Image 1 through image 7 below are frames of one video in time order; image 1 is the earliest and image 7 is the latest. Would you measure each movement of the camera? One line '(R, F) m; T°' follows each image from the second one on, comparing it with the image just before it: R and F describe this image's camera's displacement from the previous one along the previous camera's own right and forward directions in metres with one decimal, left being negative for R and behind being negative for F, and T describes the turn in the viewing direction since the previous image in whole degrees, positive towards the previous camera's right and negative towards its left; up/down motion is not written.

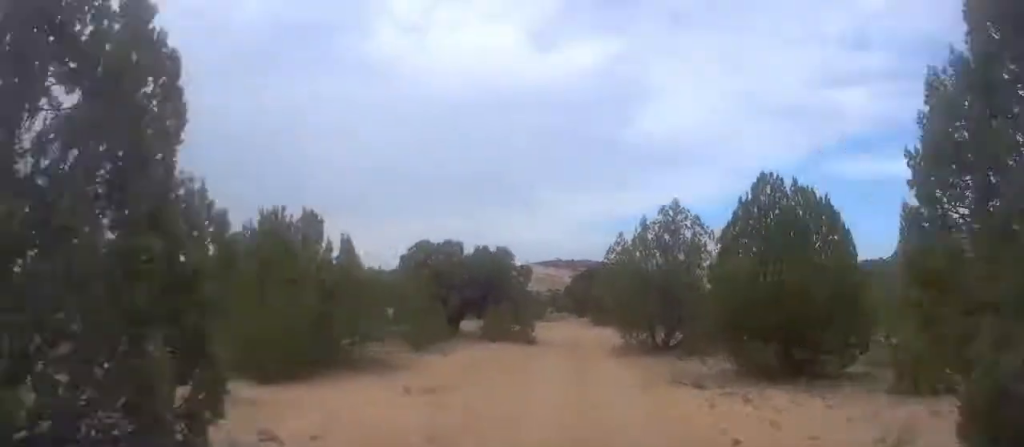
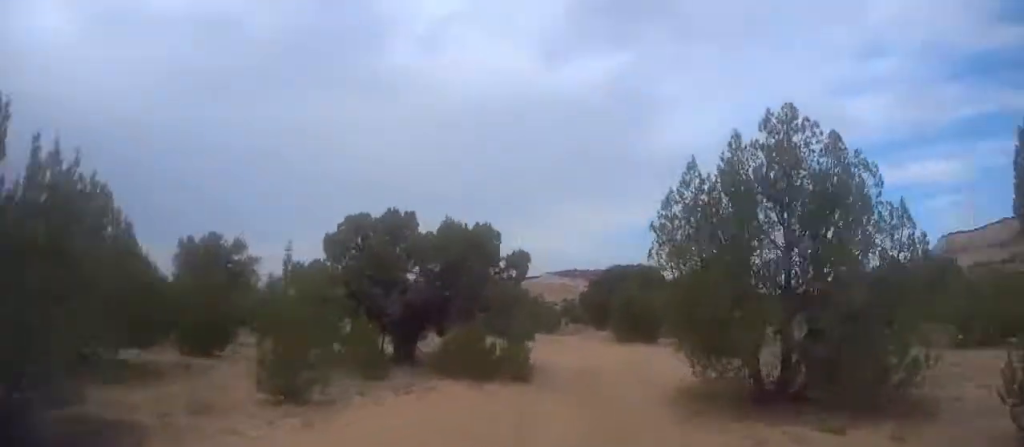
(0.0, +11.1) m; -5°
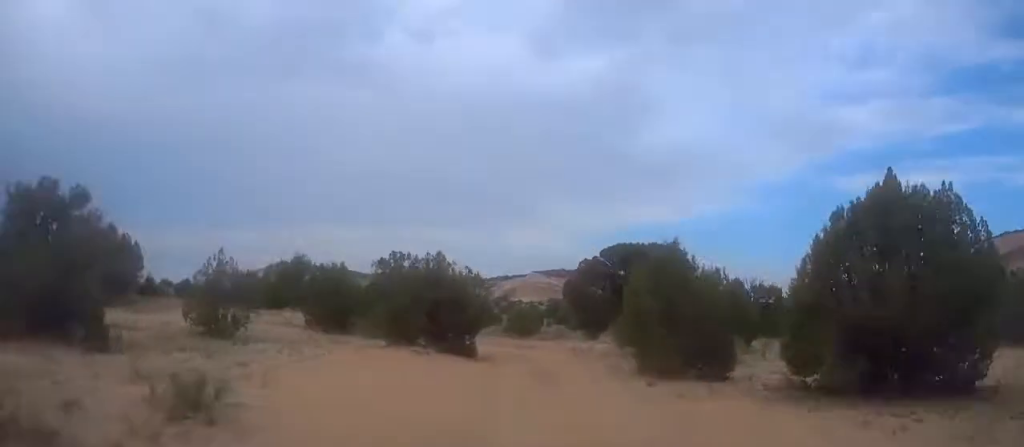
(-1.8, +20.0) m; 0°
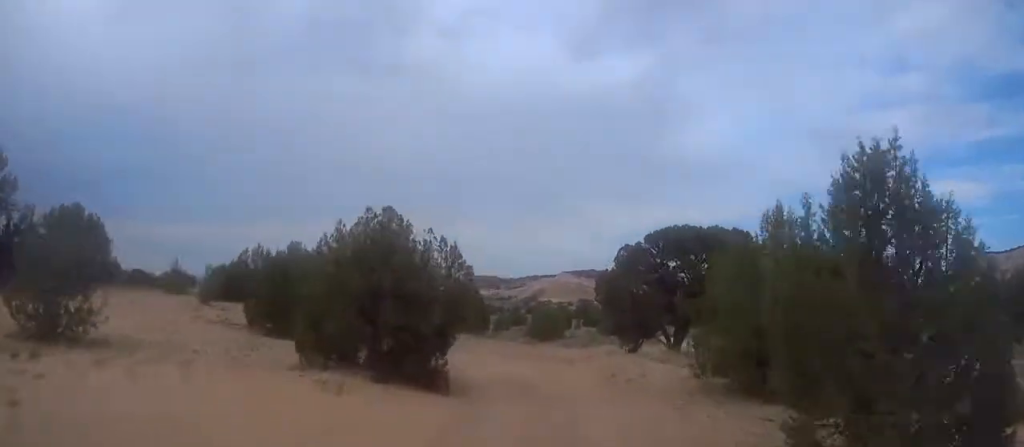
(-1.3, +10.1) m; +6°
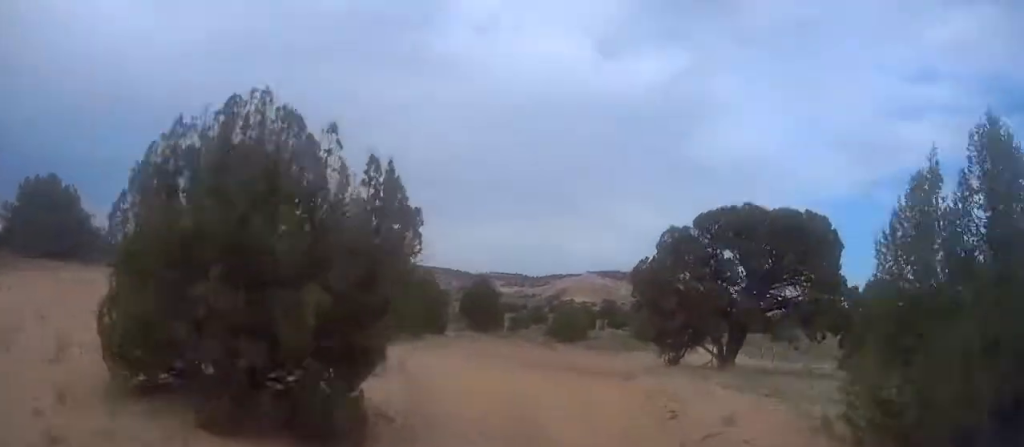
(+2.2, +7.1) m; +6°
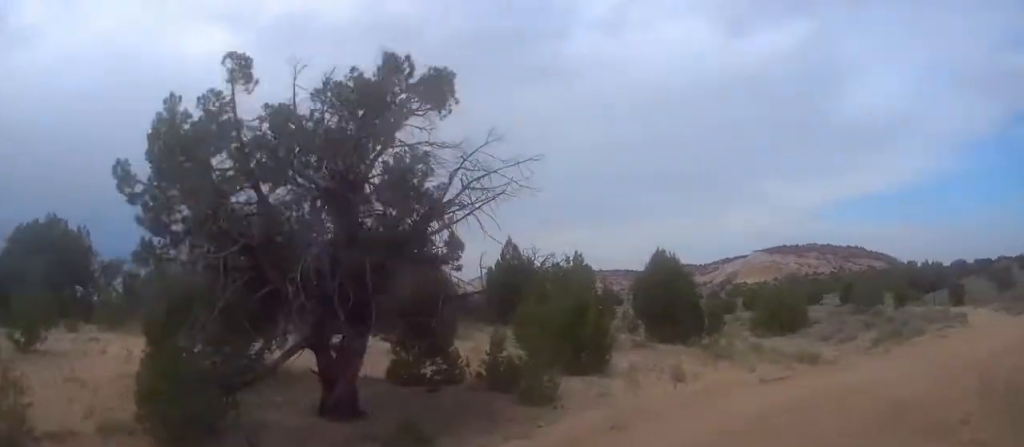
(+2.3, +19.1) m; +4°
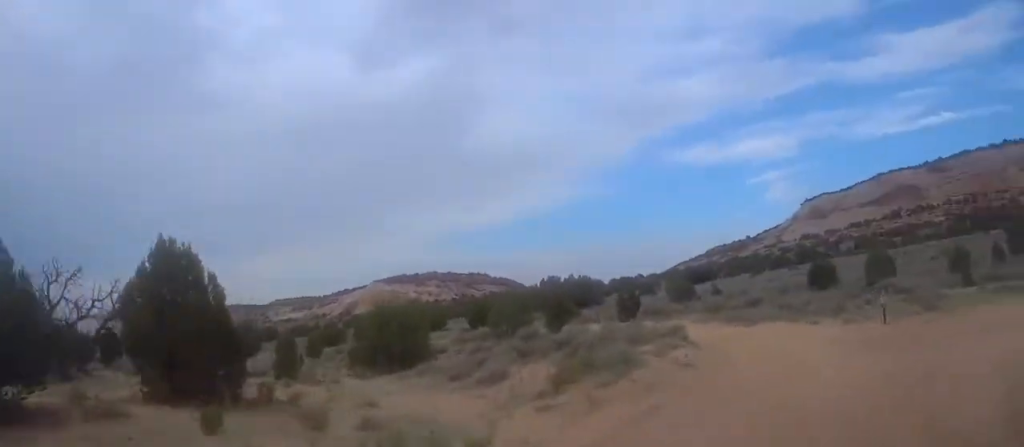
(-0.6, +14.9) m; -3°
